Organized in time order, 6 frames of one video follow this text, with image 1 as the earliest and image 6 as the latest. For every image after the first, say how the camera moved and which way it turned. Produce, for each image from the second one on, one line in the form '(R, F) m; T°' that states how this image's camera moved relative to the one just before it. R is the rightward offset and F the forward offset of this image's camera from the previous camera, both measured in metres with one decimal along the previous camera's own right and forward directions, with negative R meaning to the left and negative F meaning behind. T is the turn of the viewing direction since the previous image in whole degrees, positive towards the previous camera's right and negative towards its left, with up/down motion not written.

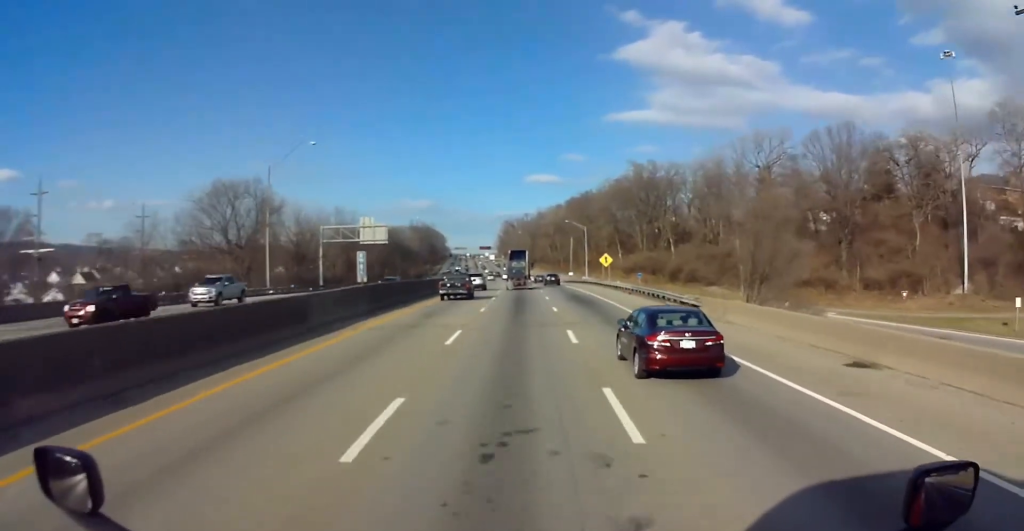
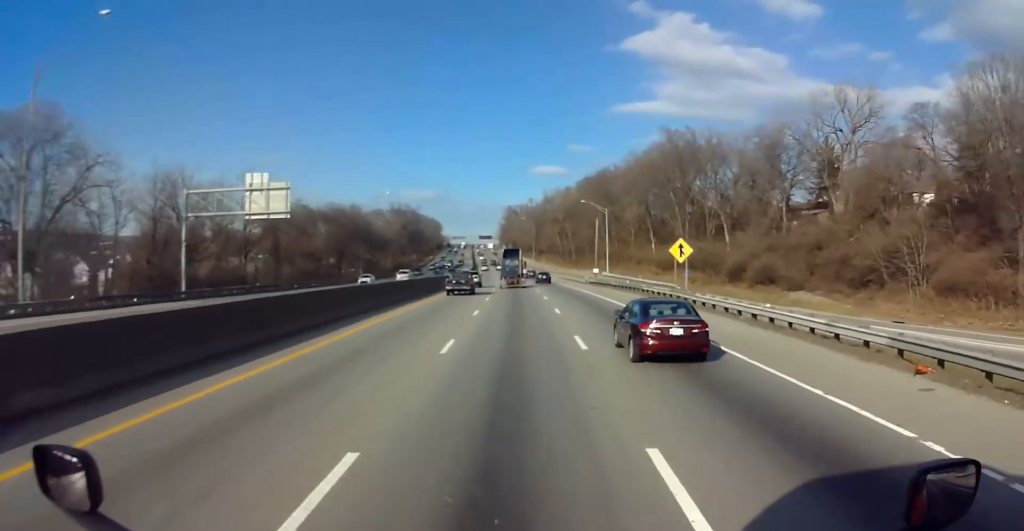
(-0.1, +39.8) m; 0°
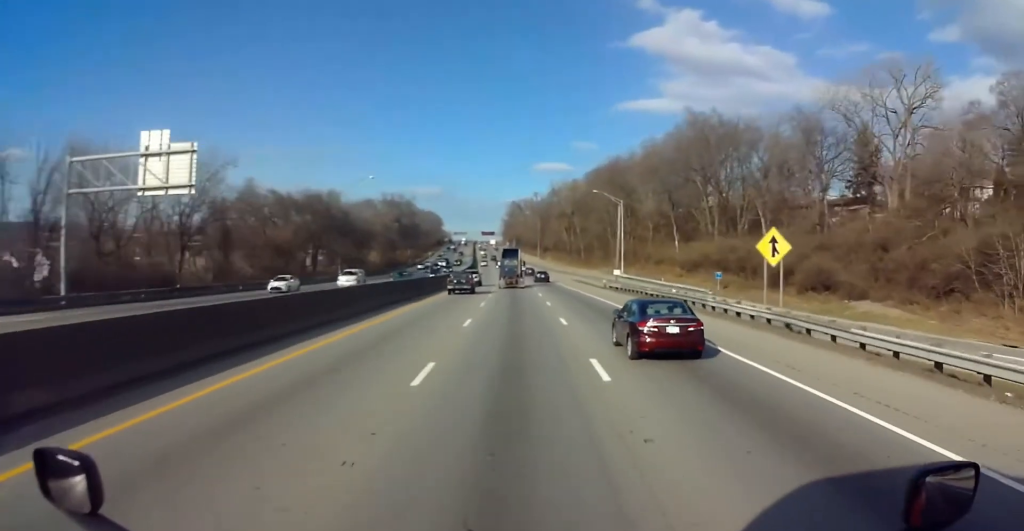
(0.0, +16.7) m; 0°
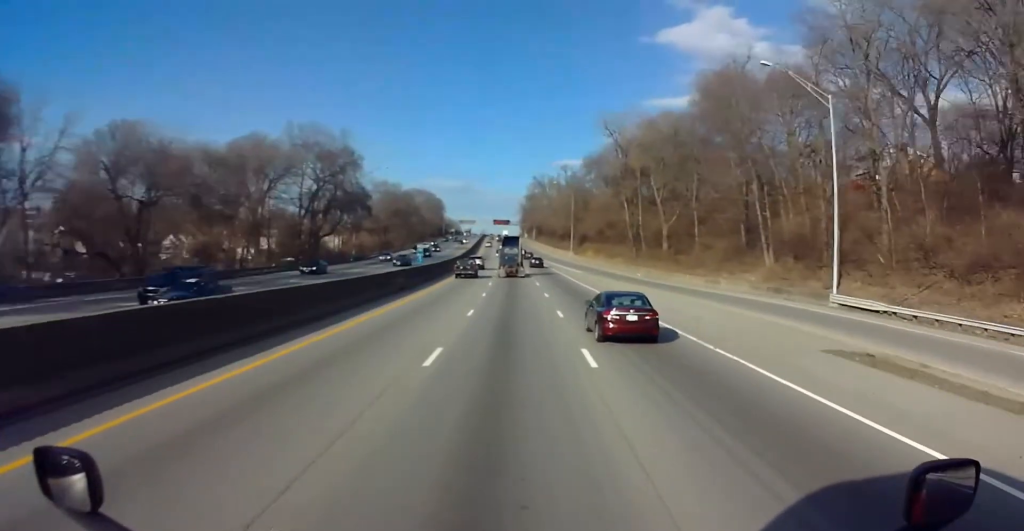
(-0.8, +83.5) m; -2°
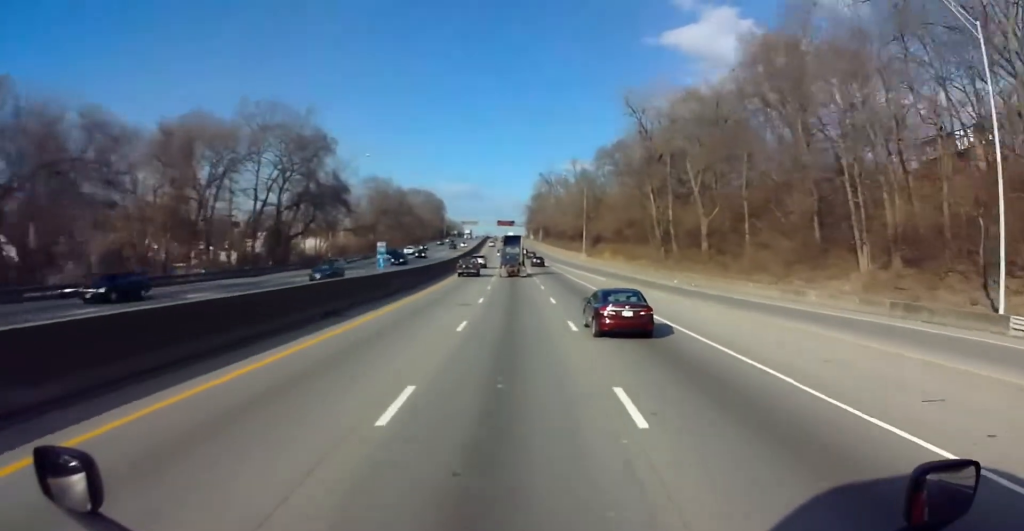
(-0.2, +17.8) m; -1°
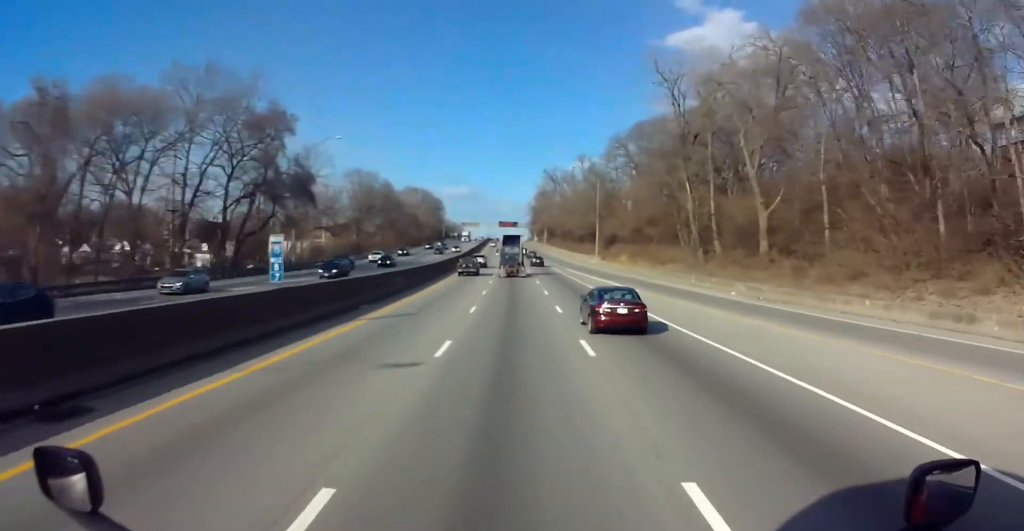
(-0.1, +17.8) m; -1°
